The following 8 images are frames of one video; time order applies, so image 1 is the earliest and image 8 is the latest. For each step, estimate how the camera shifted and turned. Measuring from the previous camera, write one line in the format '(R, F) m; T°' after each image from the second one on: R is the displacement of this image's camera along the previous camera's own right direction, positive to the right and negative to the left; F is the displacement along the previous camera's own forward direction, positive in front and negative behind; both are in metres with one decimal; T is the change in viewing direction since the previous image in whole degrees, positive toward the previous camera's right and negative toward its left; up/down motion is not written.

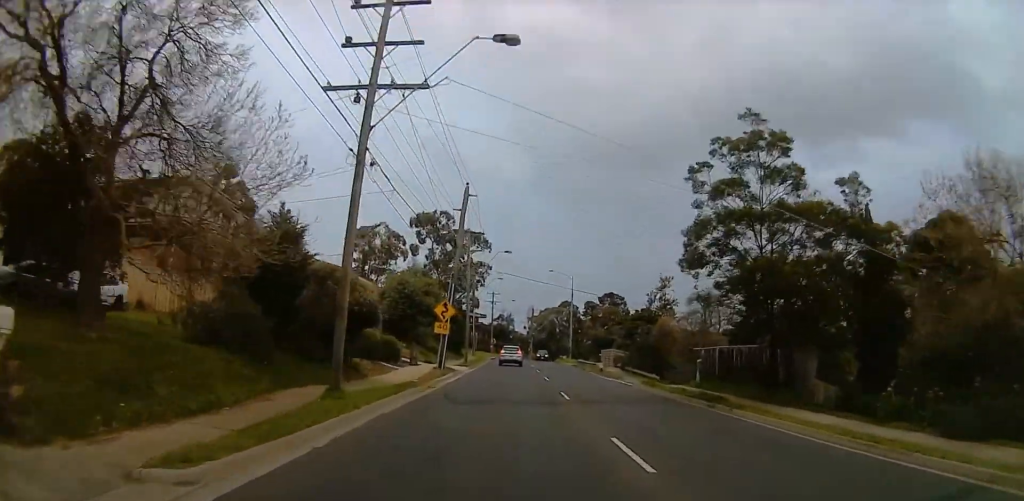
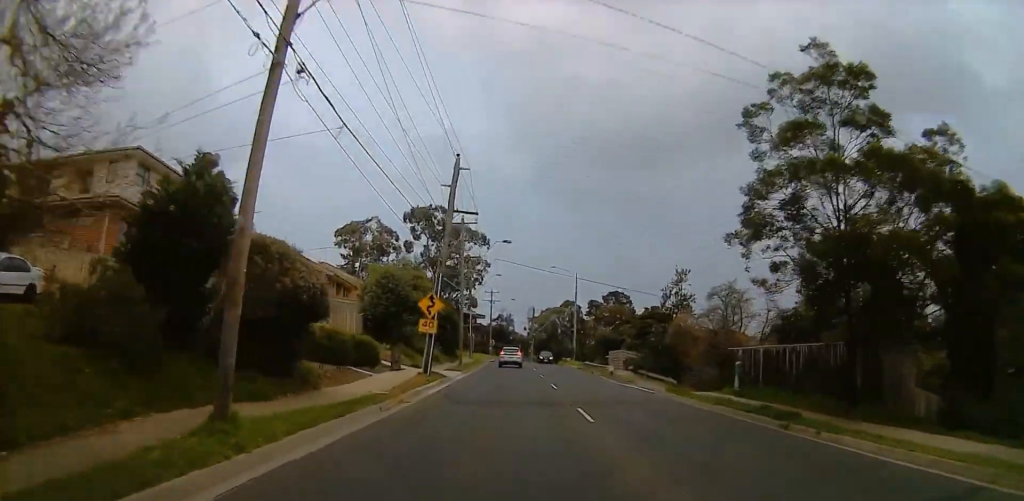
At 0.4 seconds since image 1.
(+0.2, +5.8) m; +1°
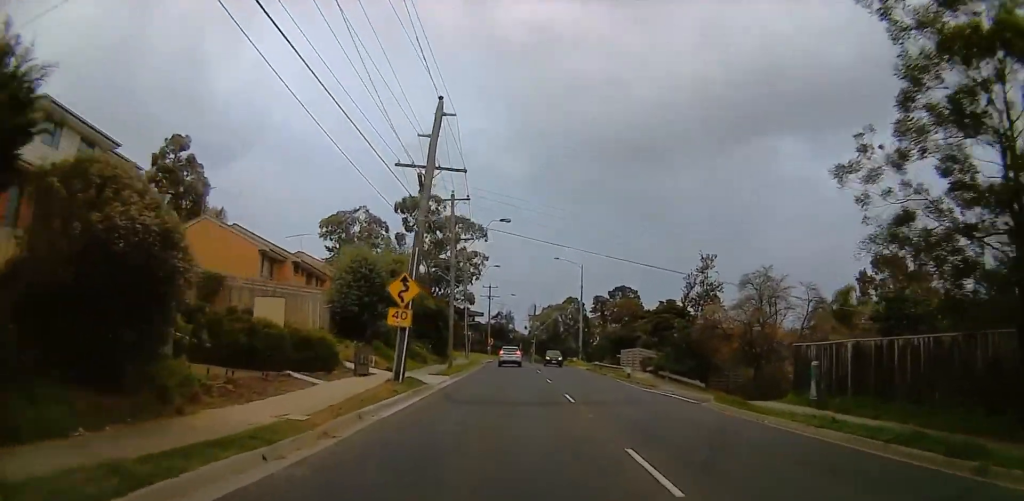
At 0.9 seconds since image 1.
(+0.3, +7.3) m; +2°
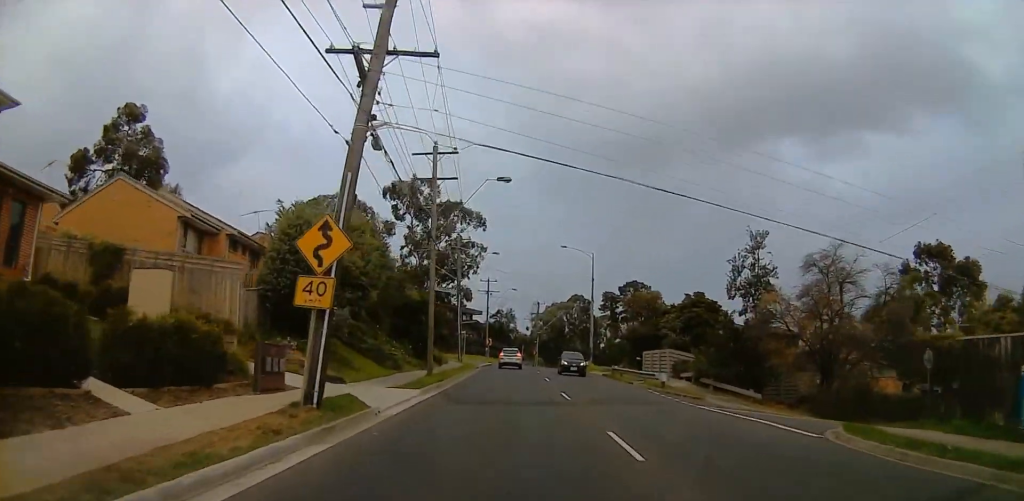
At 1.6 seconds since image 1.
(+0.1, +9.7) m; +1°
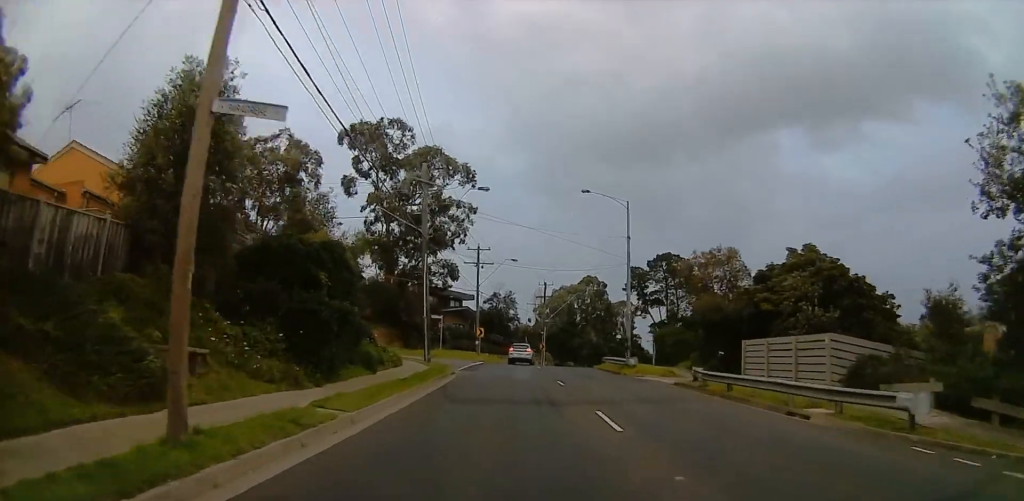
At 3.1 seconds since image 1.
(+0.3, +21.6) m; +1°
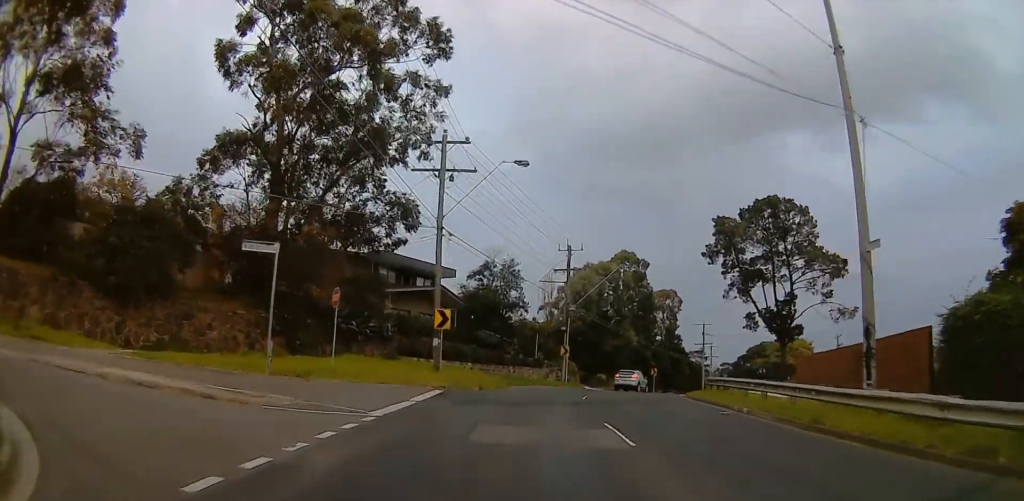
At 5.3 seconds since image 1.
(-2.5, +31.6) m; -4°
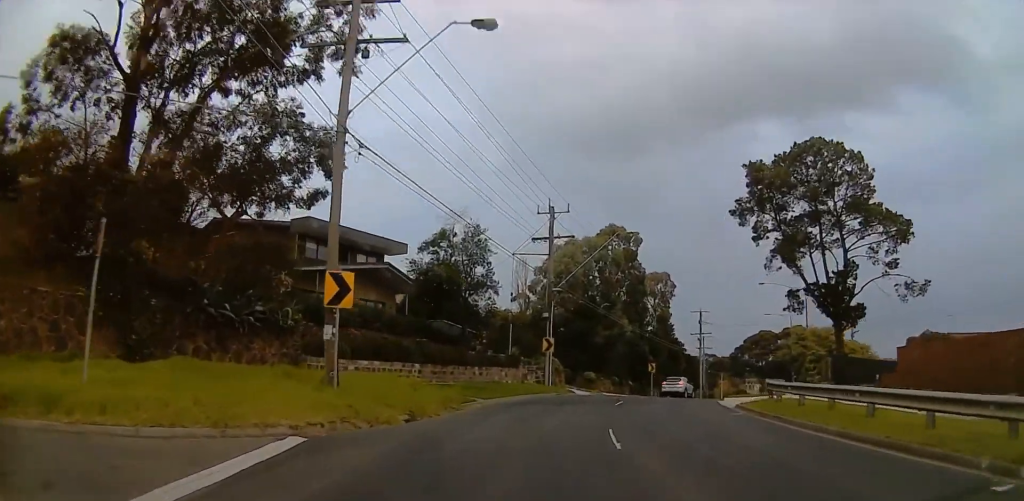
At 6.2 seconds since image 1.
(+0.7, +12.3) m; +4°
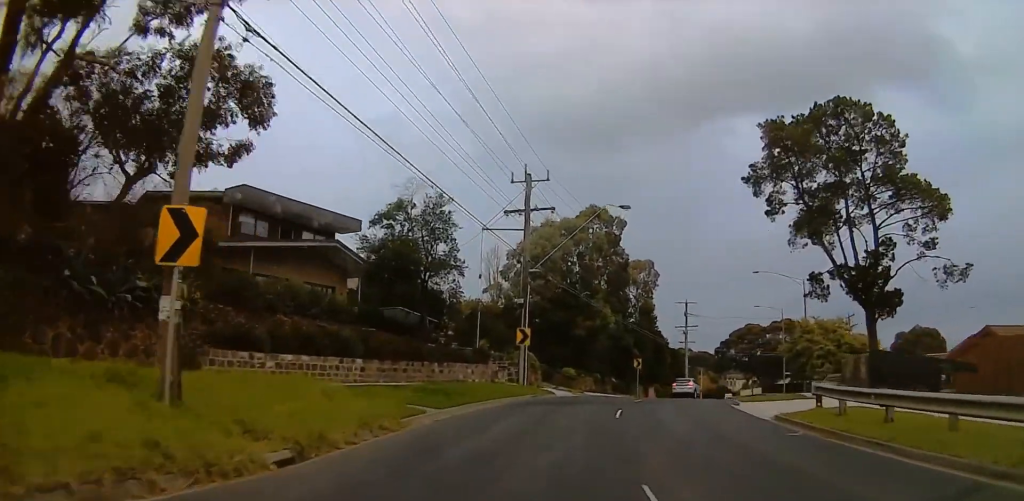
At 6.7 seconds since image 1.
(+0.1, +6.2) m; +1°
